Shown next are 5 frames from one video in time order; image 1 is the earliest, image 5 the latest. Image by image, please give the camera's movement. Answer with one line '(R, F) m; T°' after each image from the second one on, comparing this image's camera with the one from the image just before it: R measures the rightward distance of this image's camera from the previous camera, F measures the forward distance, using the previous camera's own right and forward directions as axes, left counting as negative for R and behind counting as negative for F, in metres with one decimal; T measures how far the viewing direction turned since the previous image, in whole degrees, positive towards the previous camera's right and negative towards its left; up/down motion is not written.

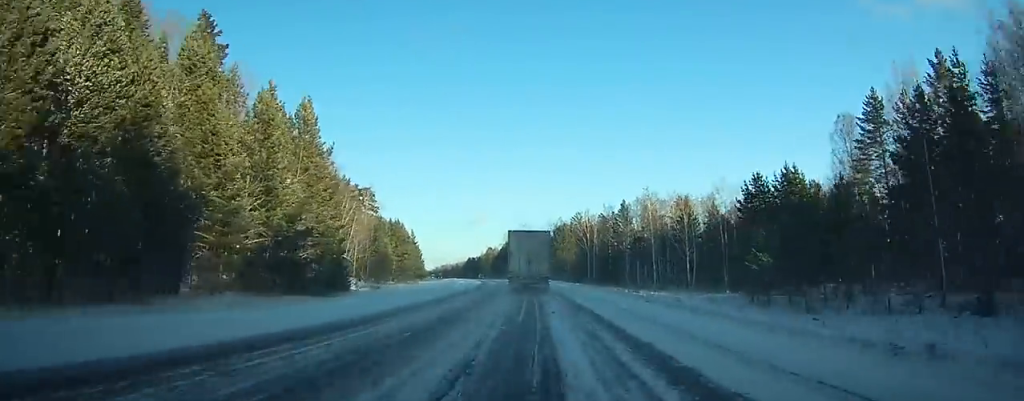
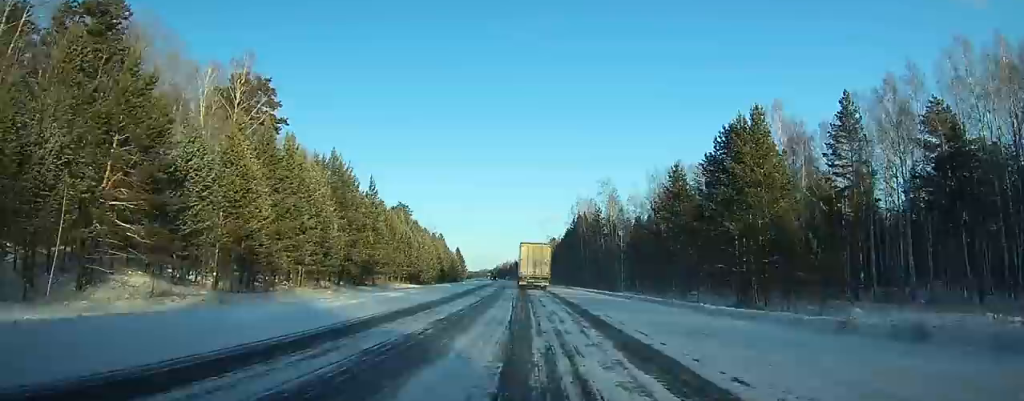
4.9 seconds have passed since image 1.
(-3.0, +100.0) m; -5°
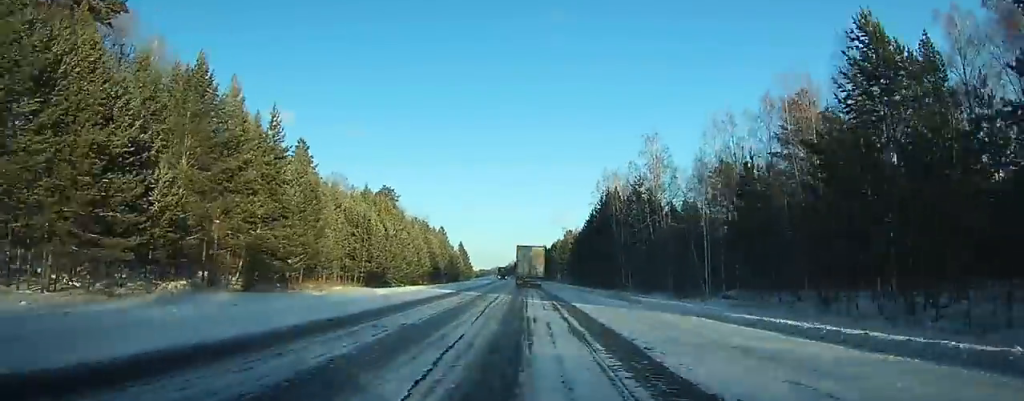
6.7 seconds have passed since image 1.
(-1.0, +36.6) m; -2°
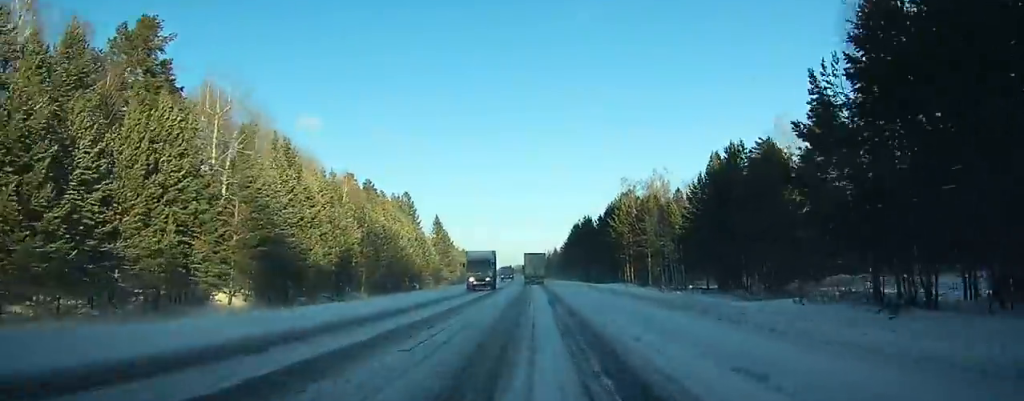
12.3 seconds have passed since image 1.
(-0.9, +116.2) m; -1°
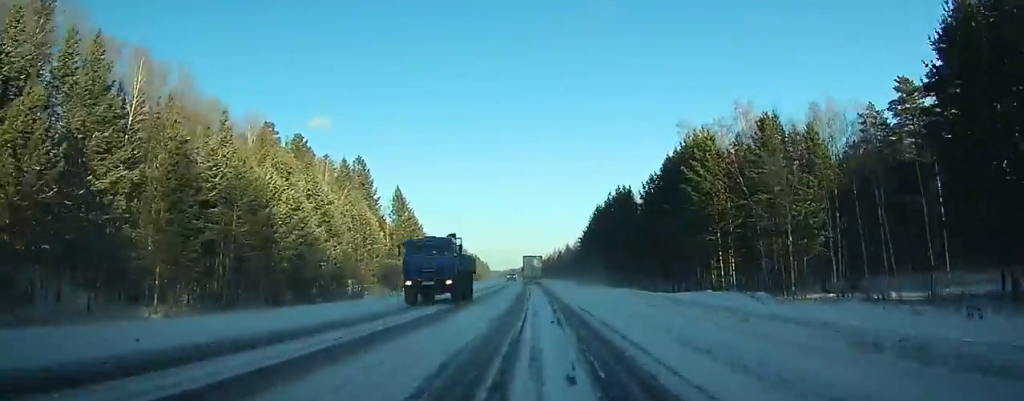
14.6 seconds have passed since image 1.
(-0.6, +47.5) m; -1°
